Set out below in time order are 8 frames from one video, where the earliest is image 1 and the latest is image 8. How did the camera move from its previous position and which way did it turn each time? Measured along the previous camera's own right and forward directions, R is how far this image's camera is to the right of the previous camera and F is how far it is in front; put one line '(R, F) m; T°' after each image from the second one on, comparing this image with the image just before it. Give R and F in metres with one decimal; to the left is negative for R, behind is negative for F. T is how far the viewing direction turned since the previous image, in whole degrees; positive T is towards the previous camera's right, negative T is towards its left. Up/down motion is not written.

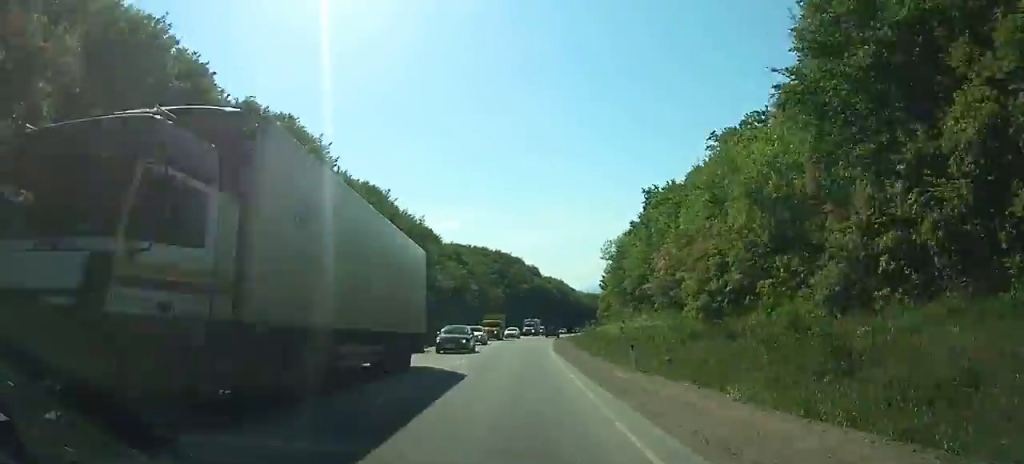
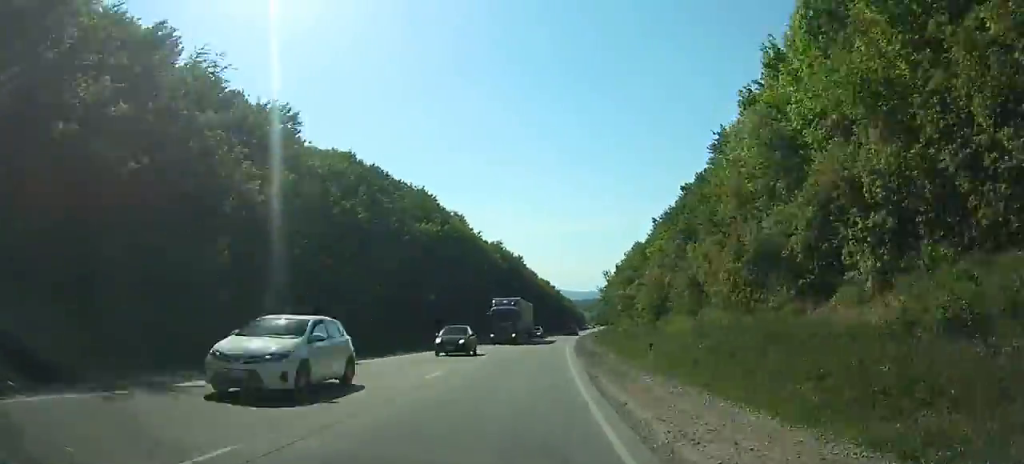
(+3.6, +88.1) m; +7°
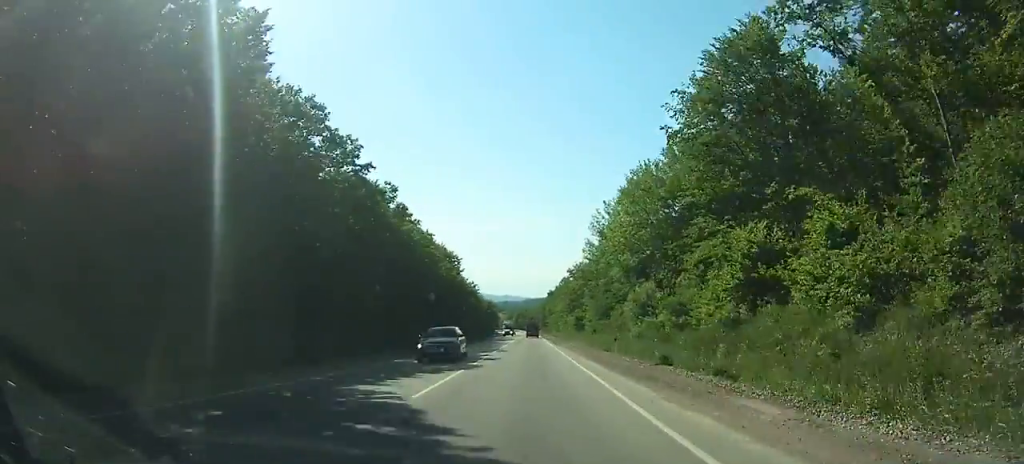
(+14.6, +153.1) m; +8°
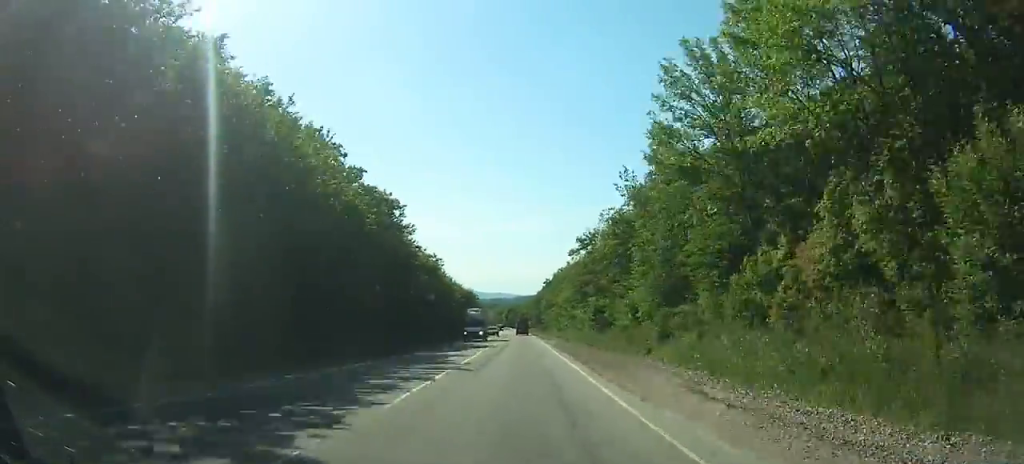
(+0.3, +37.4) m; 0°
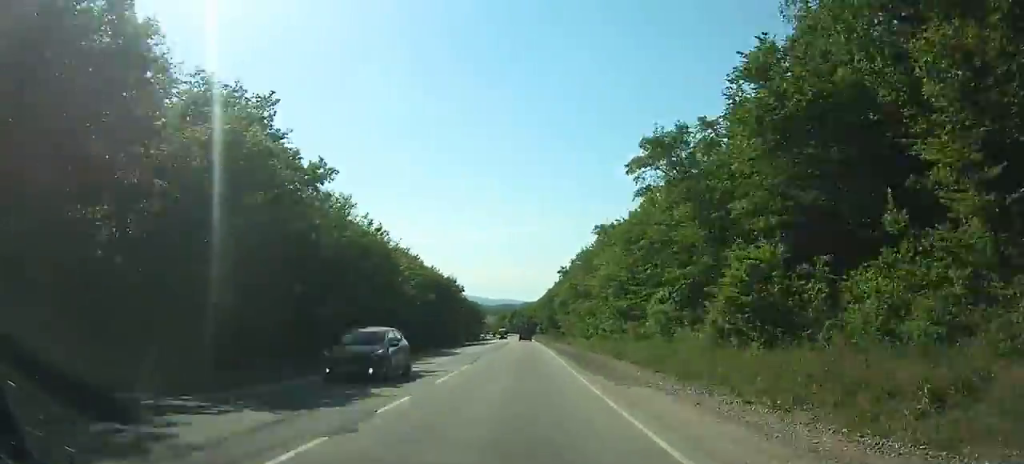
(0.0, +41.8) m; 0°
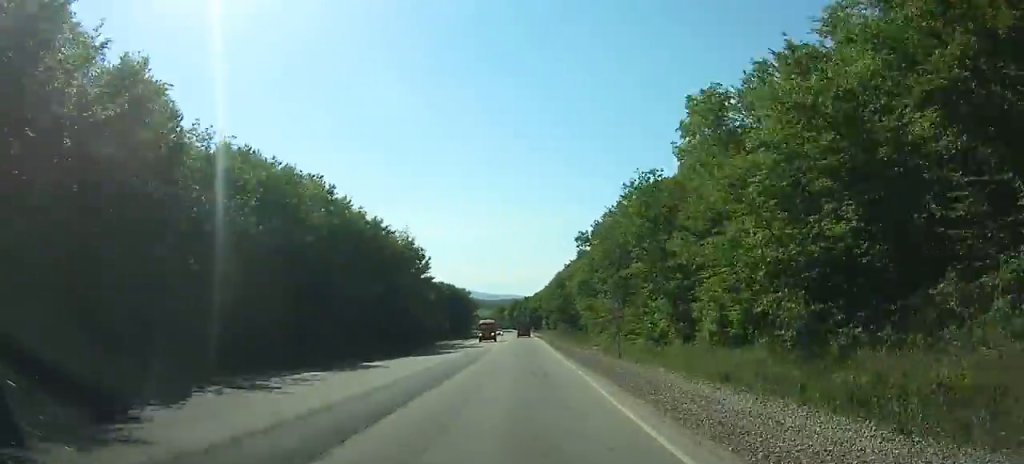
(-0.2, +34.5) m; 0°
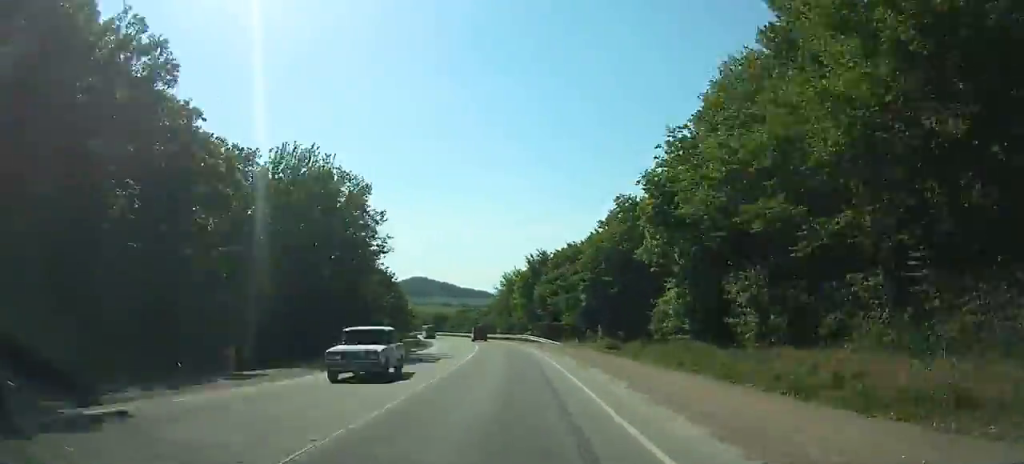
(-2.4, +113.0) m; -5°
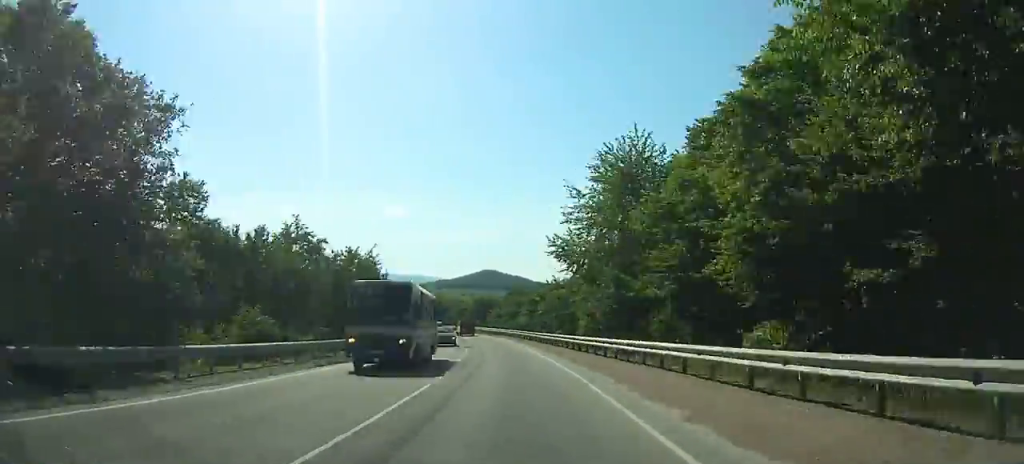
(-2.4, +62.7) m; -6°
